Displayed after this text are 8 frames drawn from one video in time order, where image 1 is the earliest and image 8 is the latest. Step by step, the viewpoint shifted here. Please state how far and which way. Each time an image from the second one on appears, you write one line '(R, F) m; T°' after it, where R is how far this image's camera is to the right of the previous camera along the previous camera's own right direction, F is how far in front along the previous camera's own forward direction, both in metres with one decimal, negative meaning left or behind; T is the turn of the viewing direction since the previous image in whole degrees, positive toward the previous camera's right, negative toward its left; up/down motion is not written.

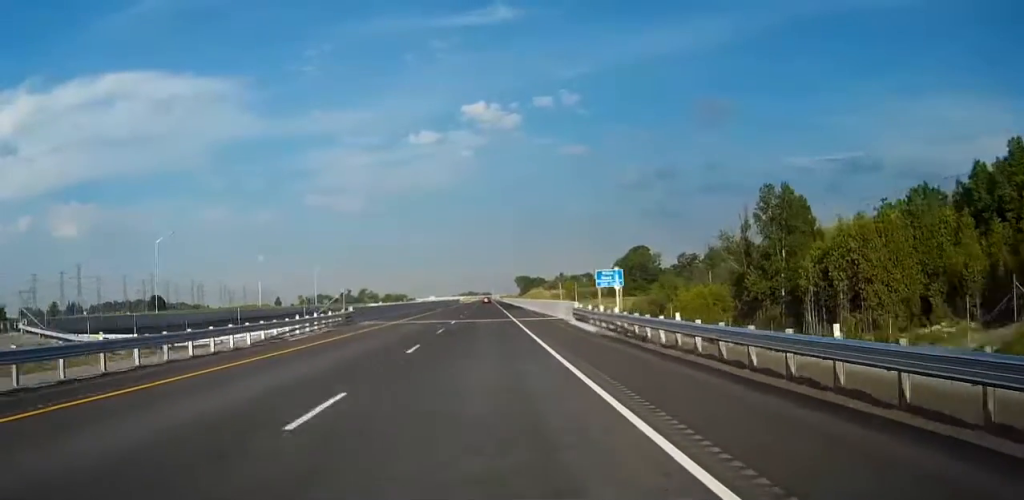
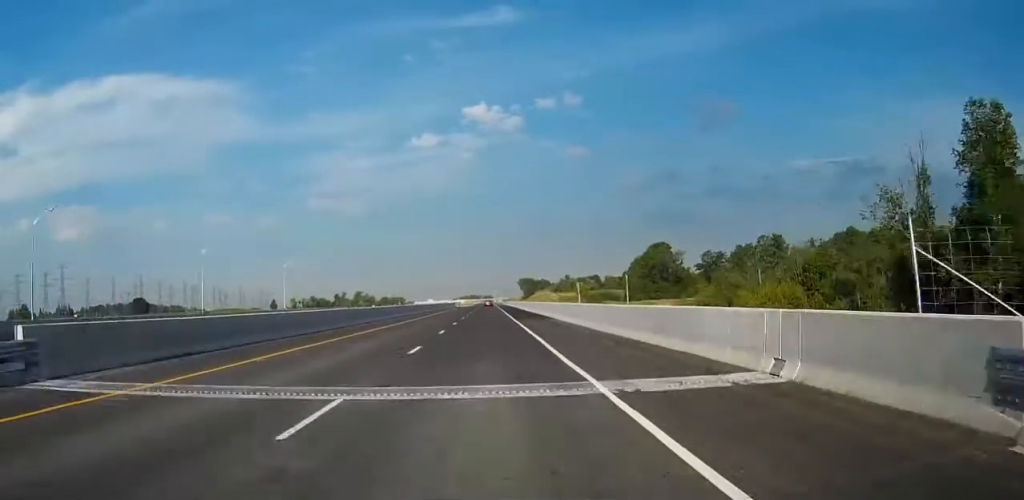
(0.0, +35.8) m; 0°
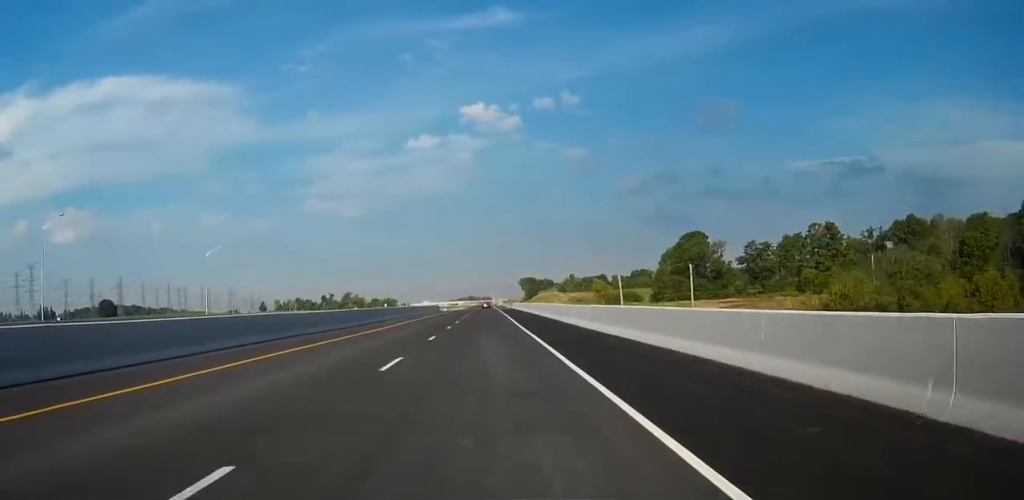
(0.0, +52.0) m; 0°
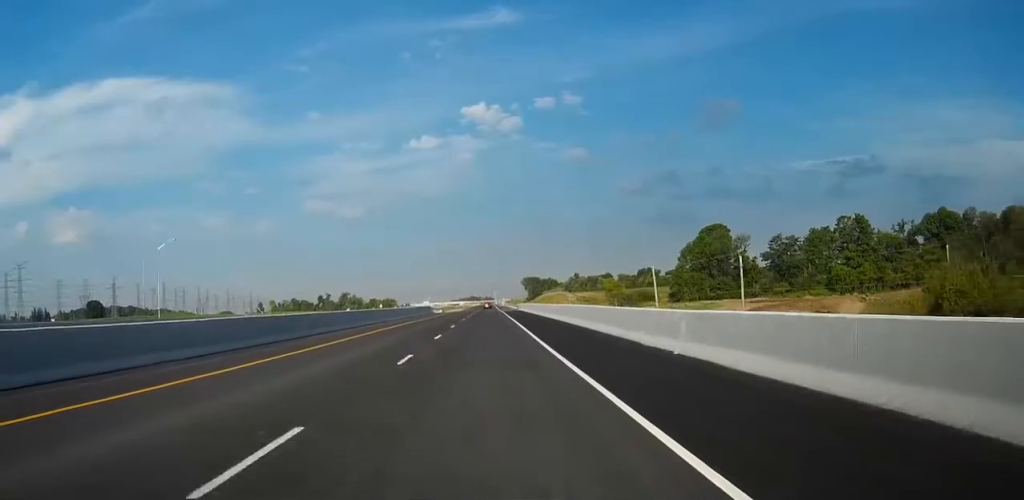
(0.0, +21.4) m; 0°
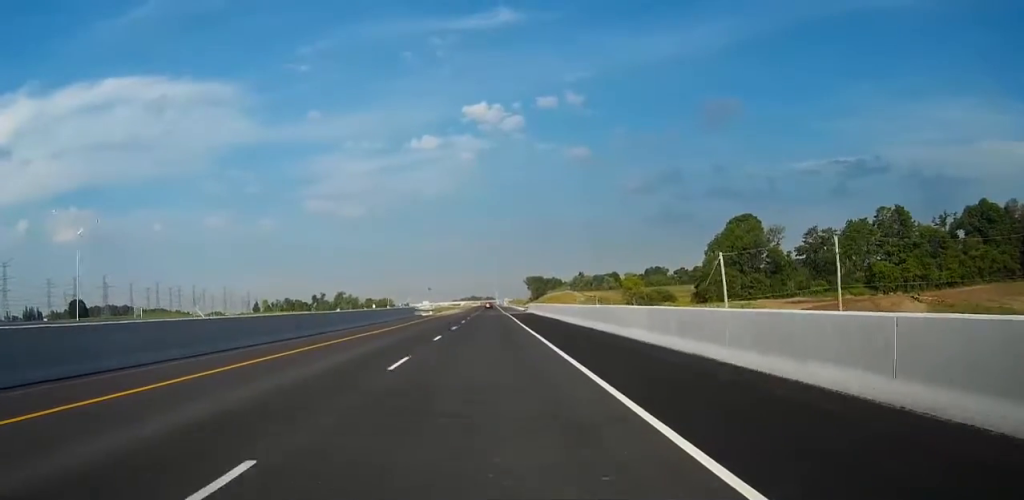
(0.0, +25.5) m; 0°
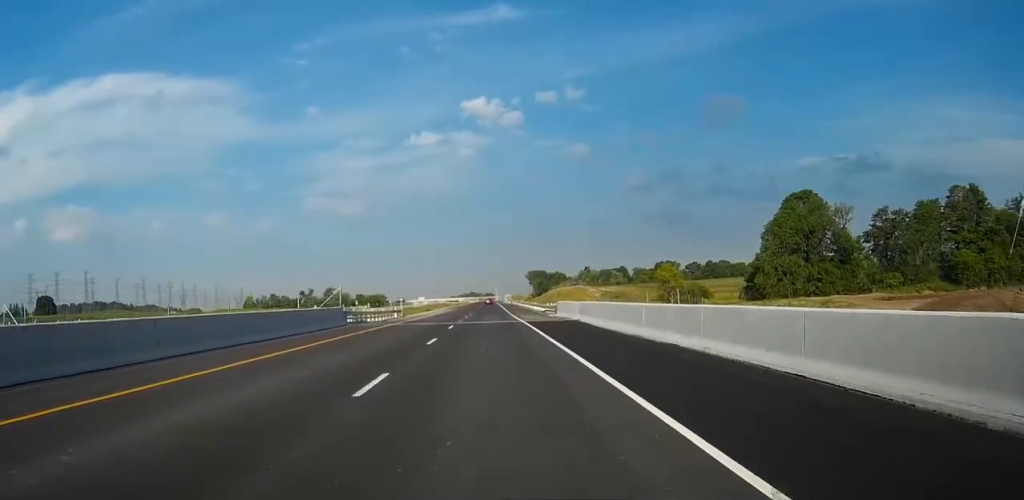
(0.0, +39.8) m; 0°
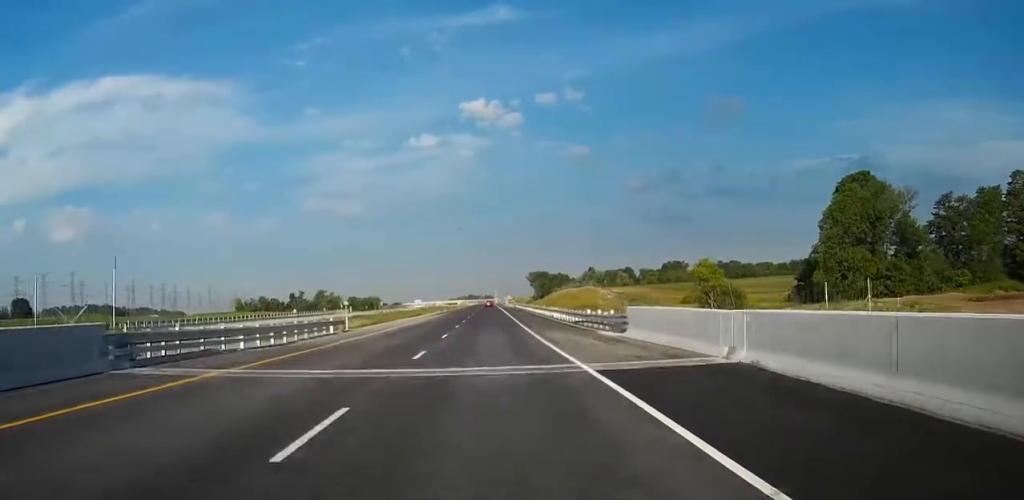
(0.0, +27.6) m; 0°
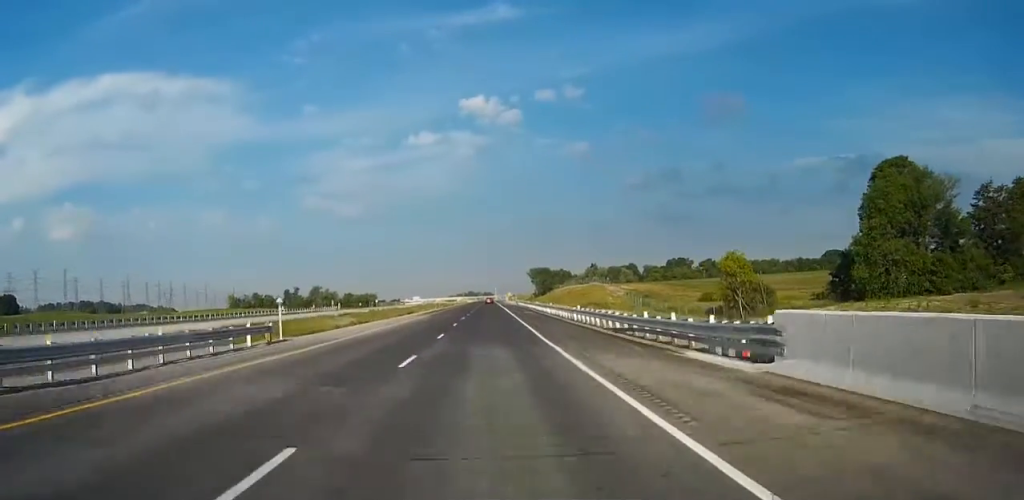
(0.0, +14.4) m; 0°
